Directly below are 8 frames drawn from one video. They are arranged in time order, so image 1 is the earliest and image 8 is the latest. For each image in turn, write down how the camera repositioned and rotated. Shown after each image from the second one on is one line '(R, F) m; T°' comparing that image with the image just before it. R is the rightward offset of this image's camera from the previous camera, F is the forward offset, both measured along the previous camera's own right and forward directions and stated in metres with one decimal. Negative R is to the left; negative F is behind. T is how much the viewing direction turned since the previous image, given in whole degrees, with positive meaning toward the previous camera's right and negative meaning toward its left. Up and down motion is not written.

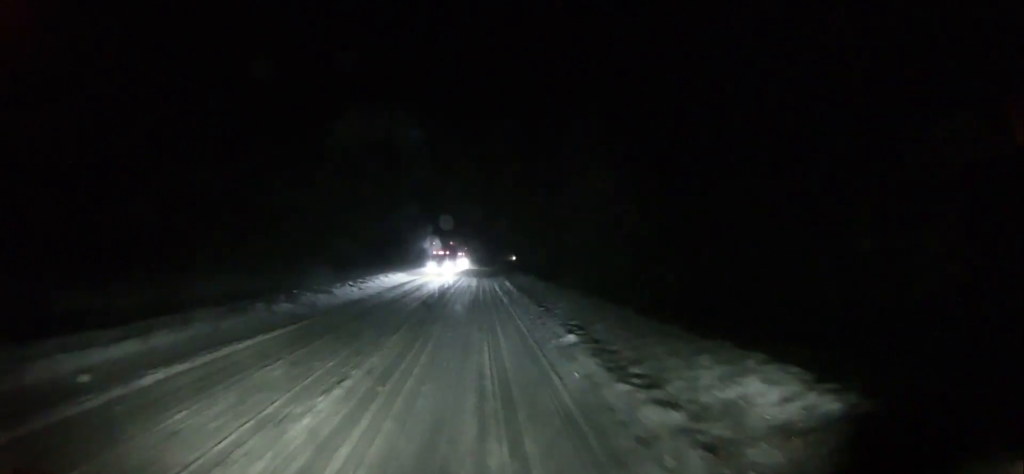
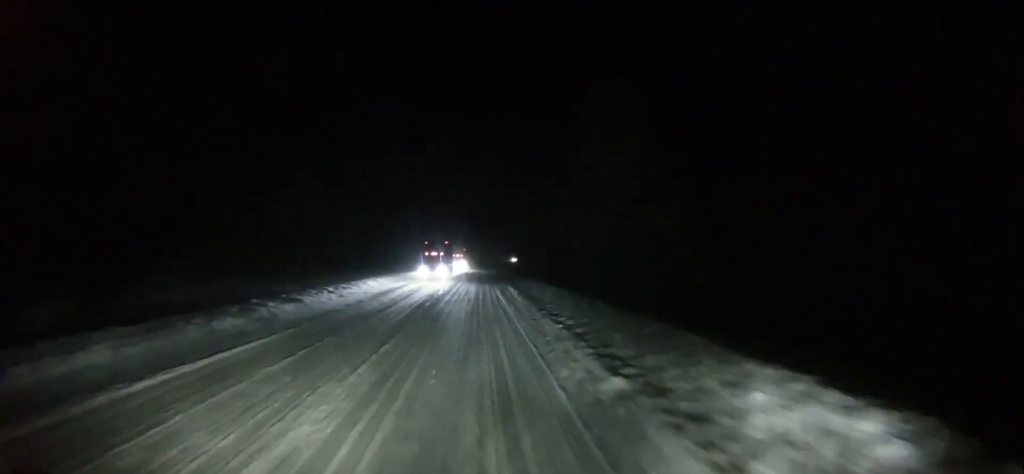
(+0.2, +6.3) m; 0°
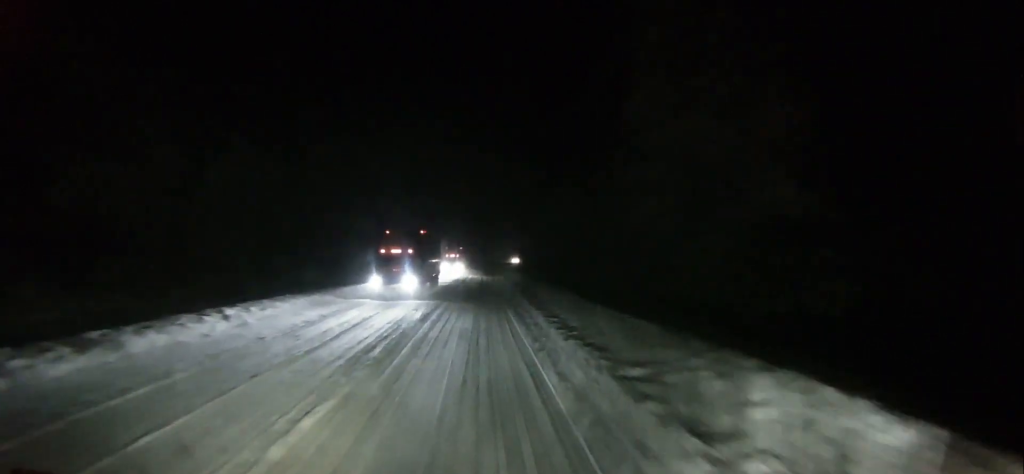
(-0.2, +16.7) m; +1°
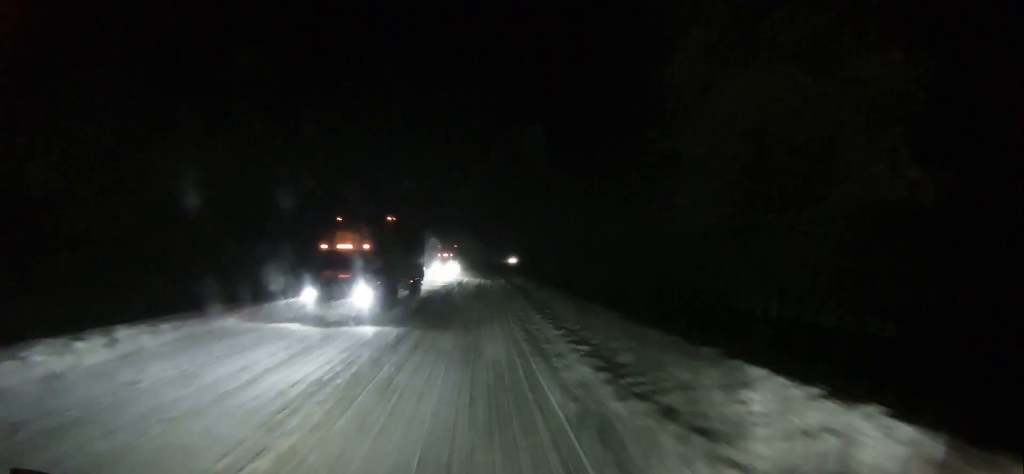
(+0.2, +7.4) m; 0°
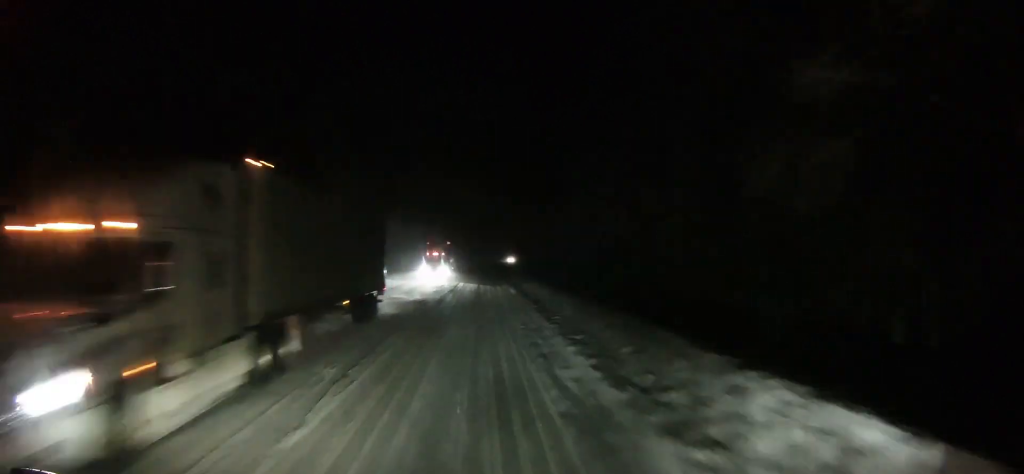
(-0.1, +9.2) m; -1°
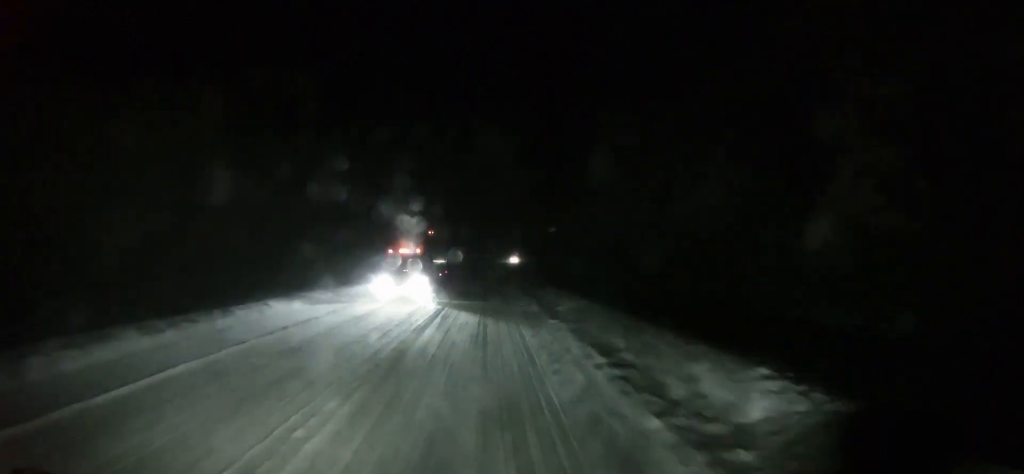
(-0.3, +17.2) m; -1°
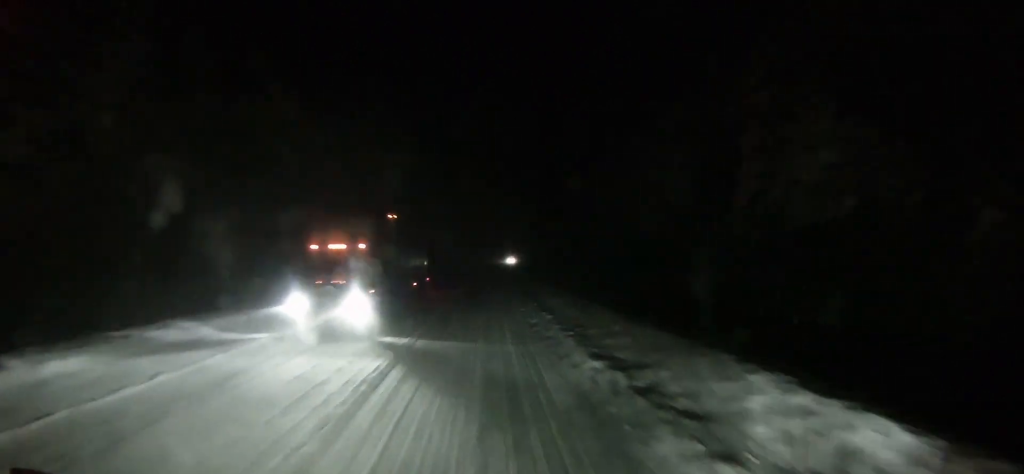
(+0.1, +9.3) m; 0°
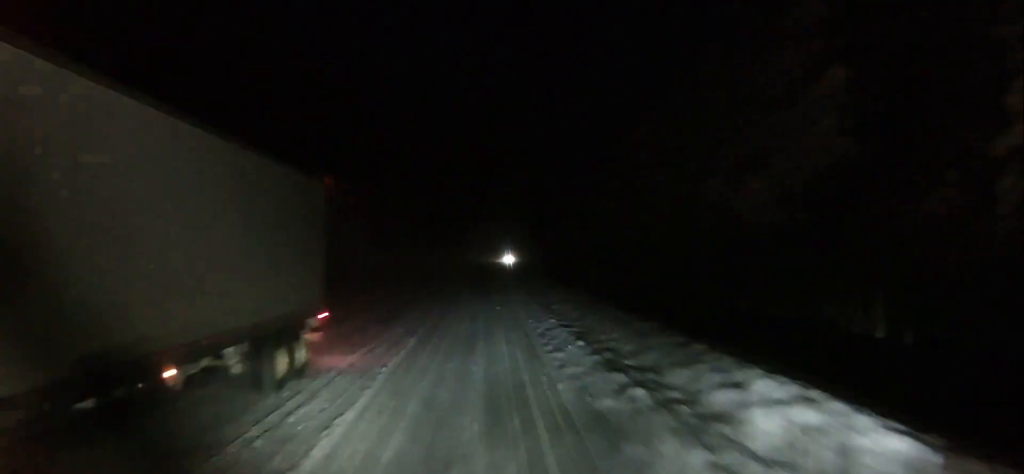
(0.0, +14.4) m; -1°
